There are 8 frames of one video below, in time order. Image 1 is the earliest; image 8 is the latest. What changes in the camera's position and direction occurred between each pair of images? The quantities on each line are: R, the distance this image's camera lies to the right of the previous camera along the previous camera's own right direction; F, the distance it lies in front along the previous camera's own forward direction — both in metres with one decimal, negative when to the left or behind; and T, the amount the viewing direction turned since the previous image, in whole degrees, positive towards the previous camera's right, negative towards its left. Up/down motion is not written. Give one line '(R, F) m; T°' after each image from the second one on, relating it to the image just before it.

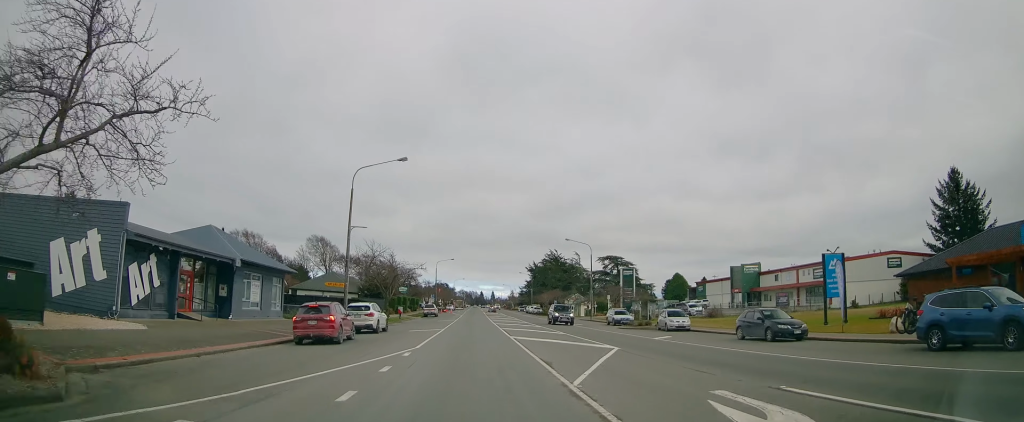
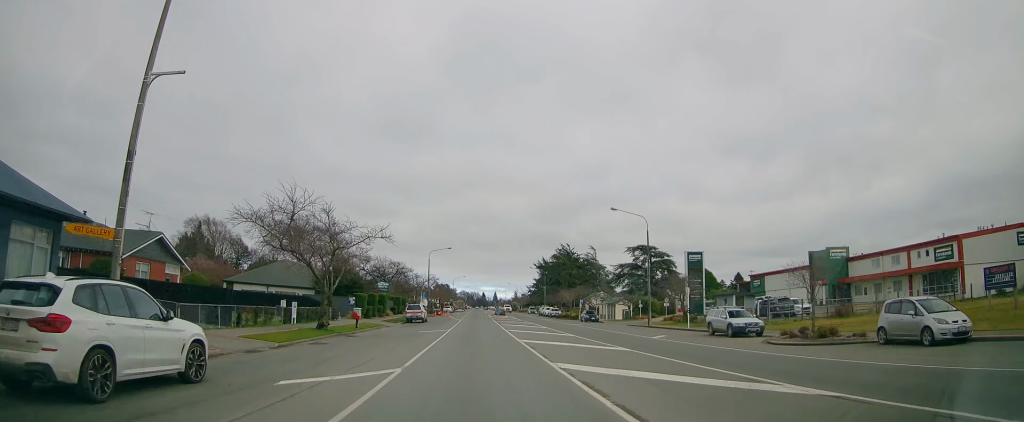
(0.0, +23.7) m; 0°
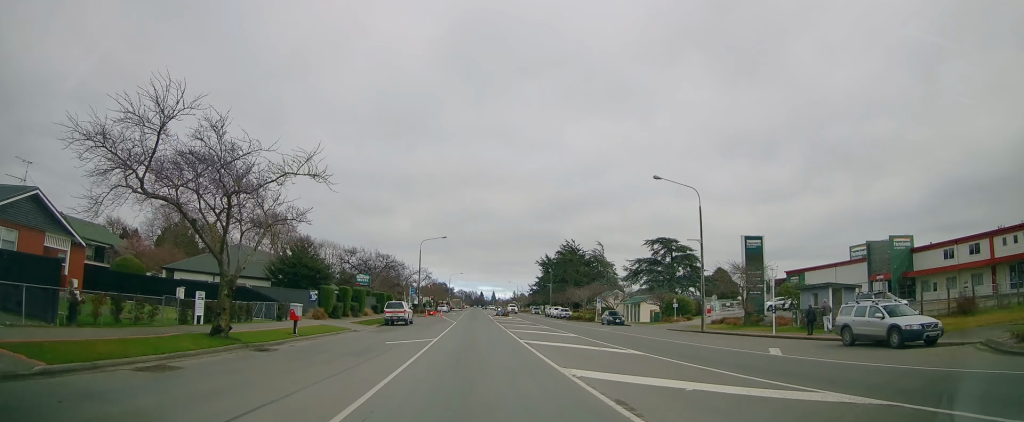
(0.0, +12.5) m; +1°
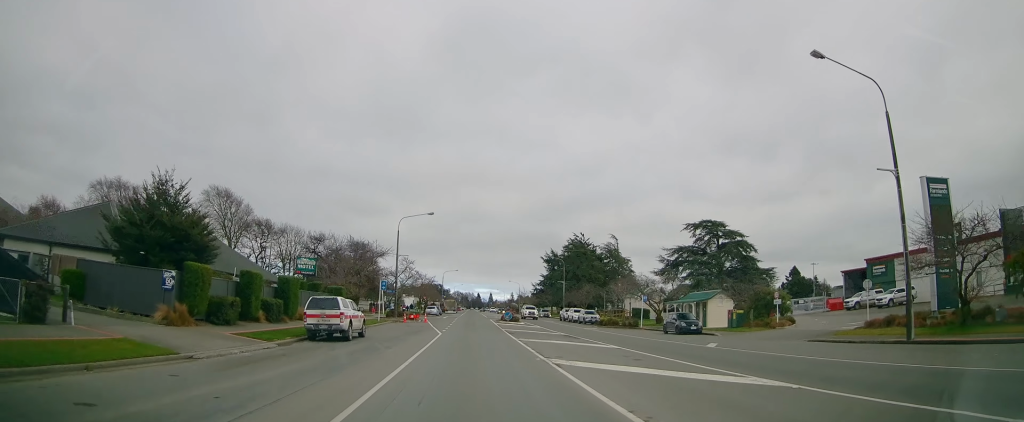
(+0.6, +20.0) m; 0°
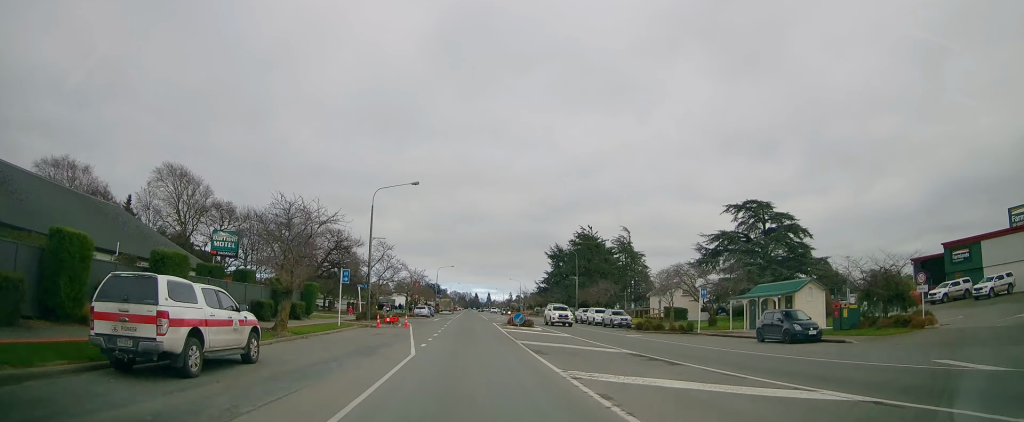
(-0.5, +13.9) m; 0°
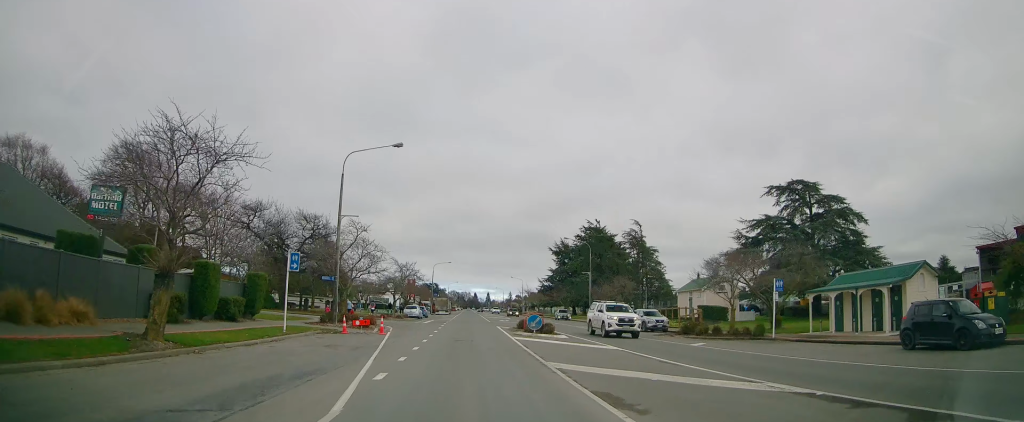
(+0.3, +10.1) m; 0°
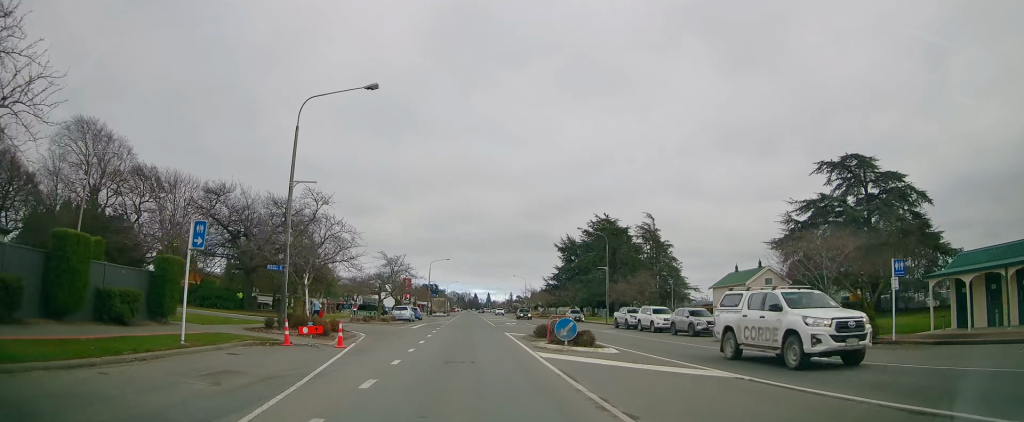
(+0.1, +9.2) m; 0°
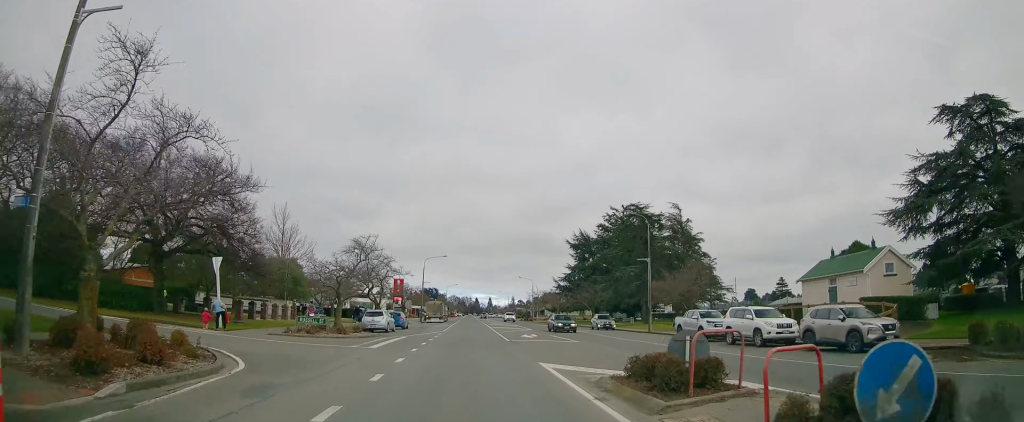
(-0.3, +14.9) m; 0°
